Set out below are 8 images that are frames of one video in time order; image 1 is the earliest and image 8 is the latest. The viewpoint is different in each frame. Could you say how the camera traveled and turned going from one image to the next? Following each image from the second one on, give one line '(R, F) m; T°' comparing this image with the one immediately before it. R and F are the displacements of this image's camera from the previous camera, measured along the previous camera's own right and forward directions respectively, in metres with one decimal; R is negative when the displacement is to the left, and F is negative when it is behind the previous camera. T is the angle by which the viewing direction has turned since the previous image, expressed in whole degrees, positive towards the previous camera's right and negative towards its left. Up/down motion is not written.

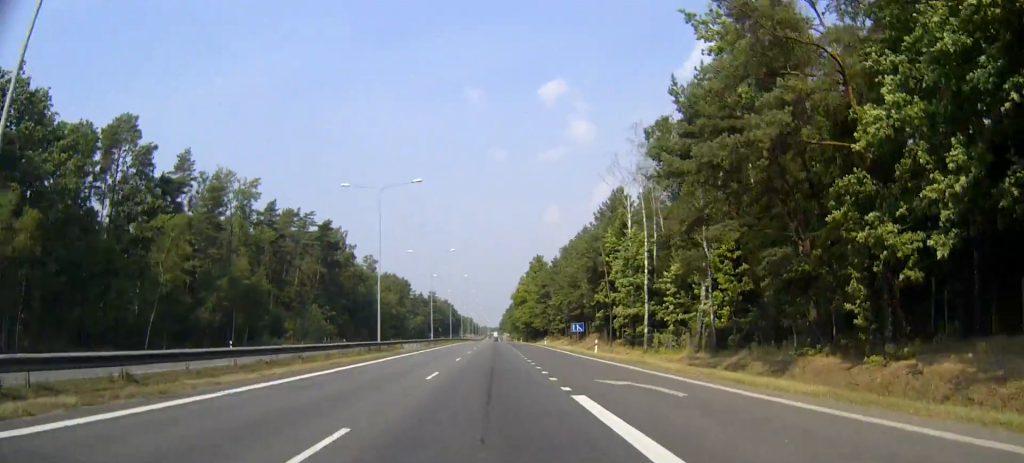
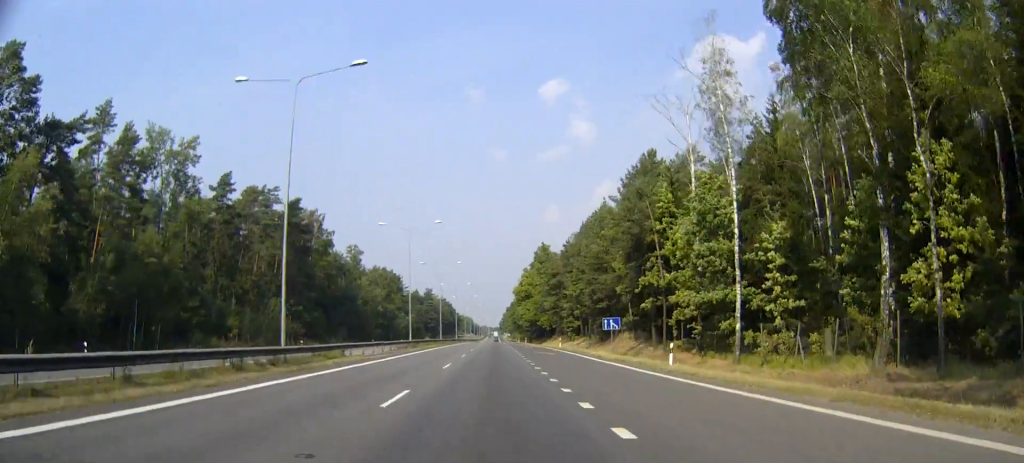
(+0.1, +24.4) m; 0°
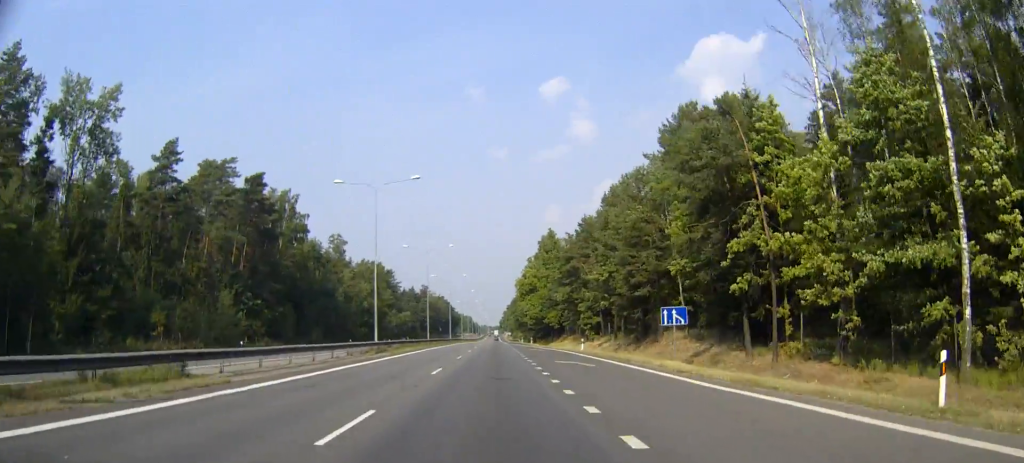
(0.0, +20.9) m; 0°
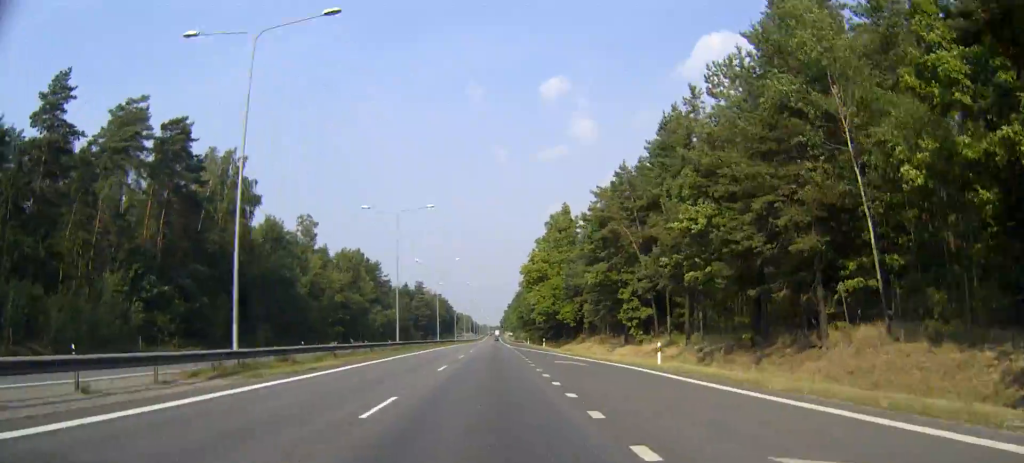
(0.0, +28.6) m; 0°
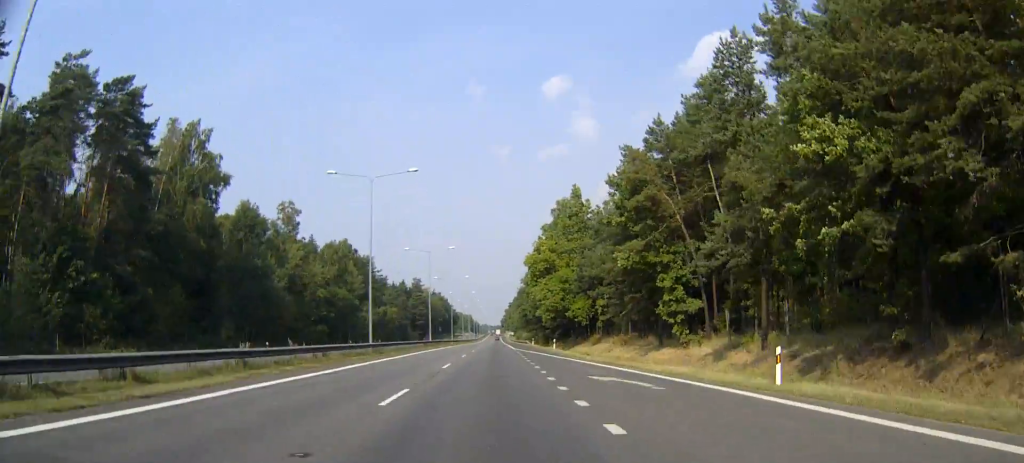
(0.0, +13.9) m; 0°
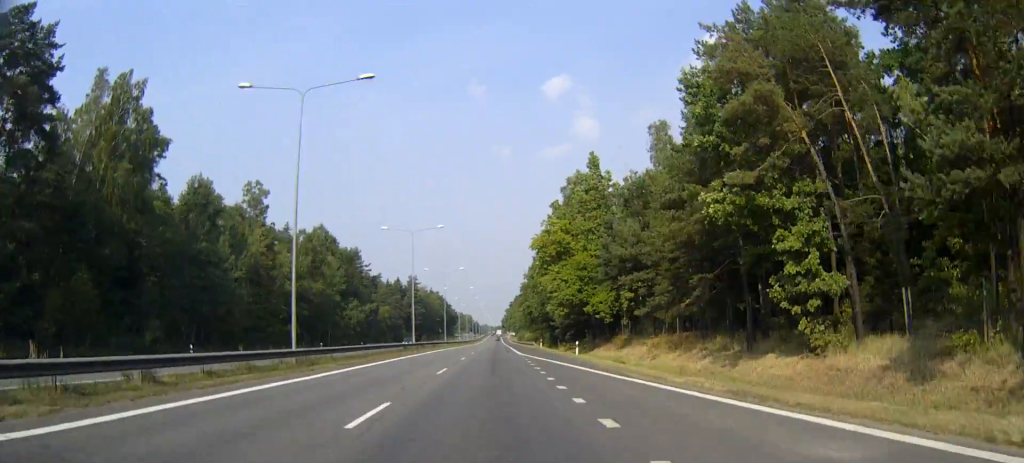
(0.0, +19.0) m; 0°
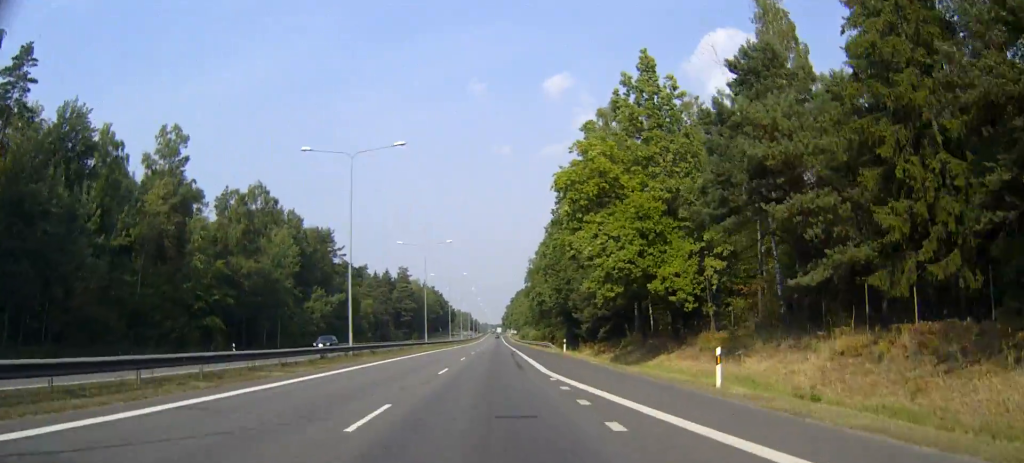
(-0.1, +32.0) m; 0°
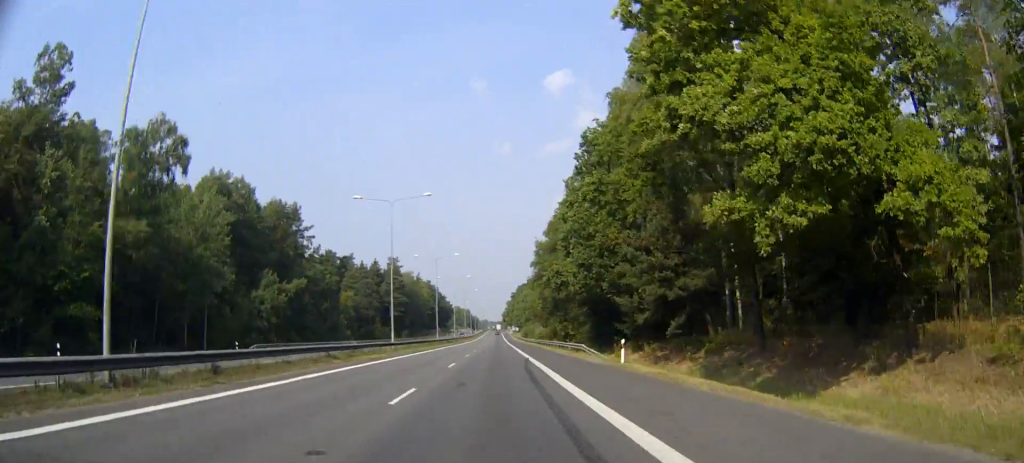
(+0.1, +27.7) m; 0°
